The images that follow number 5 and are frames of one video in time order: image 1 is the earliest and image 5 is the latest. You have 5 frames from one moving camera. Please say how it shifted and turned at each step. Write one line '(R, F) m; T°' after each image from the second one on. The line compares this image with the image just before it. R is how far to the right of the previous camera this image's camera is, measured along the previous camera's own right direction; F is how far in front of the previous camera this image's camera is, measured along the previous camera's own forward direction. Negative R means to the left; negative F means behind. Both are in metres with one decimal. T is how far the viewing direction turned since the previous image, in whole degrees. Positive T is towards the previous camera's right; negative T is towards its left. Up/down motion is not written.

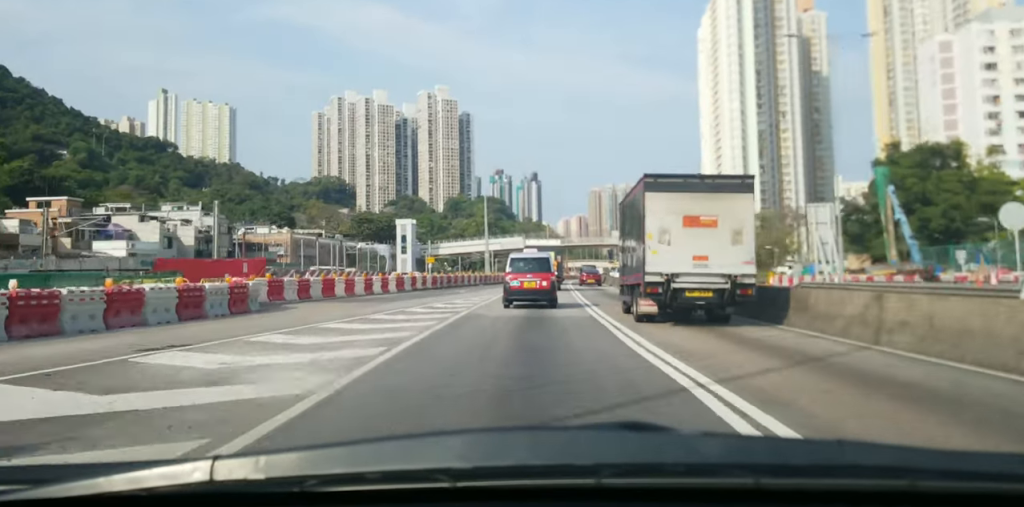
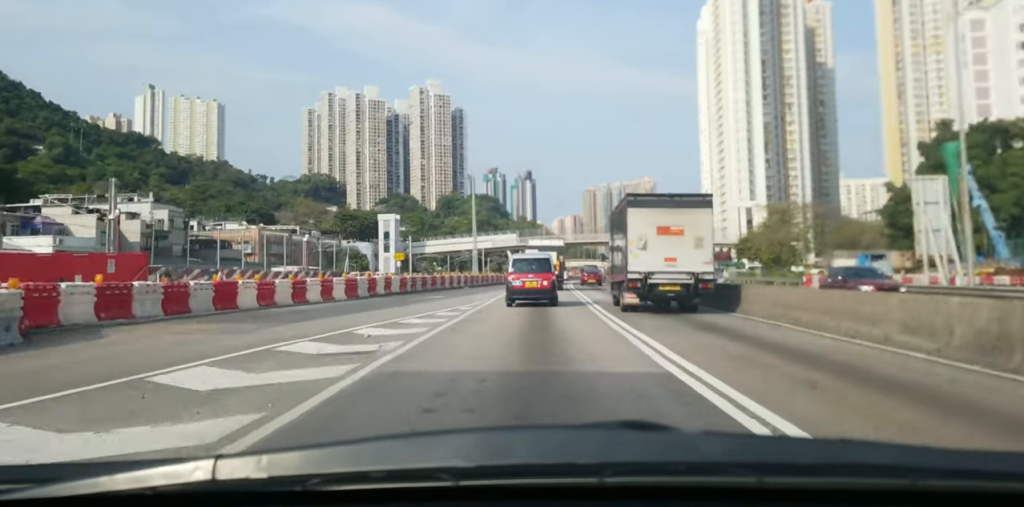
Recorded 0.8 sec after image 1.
(+0.2, +11.5) m; +2°
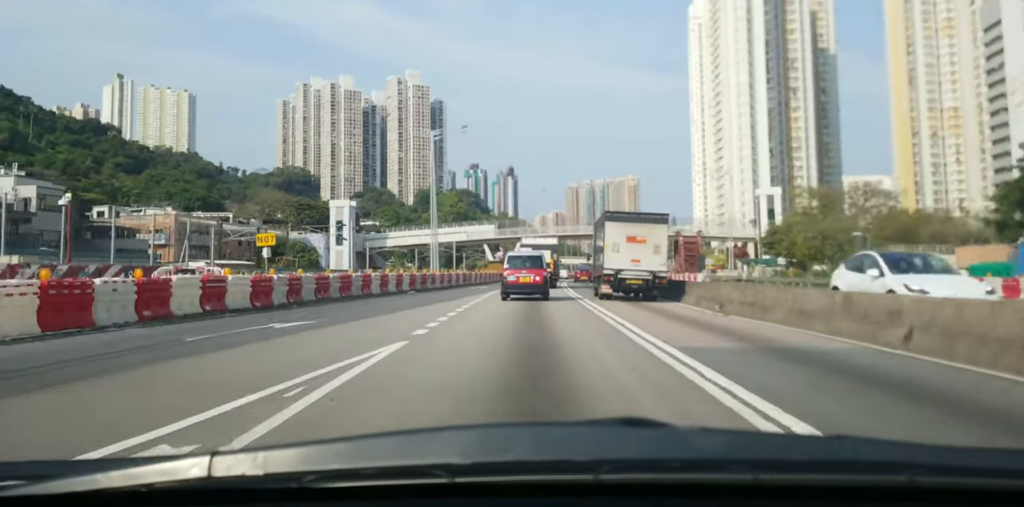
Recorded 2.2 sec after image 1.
(+0.2, +20.4) m; 0°
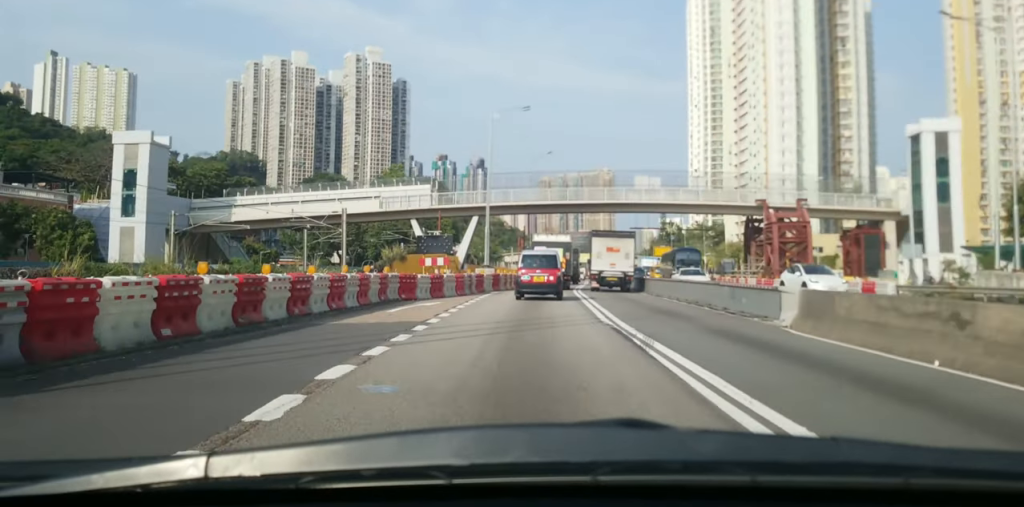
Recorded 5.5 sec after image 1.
(+0.4, +50.9) m; +1°
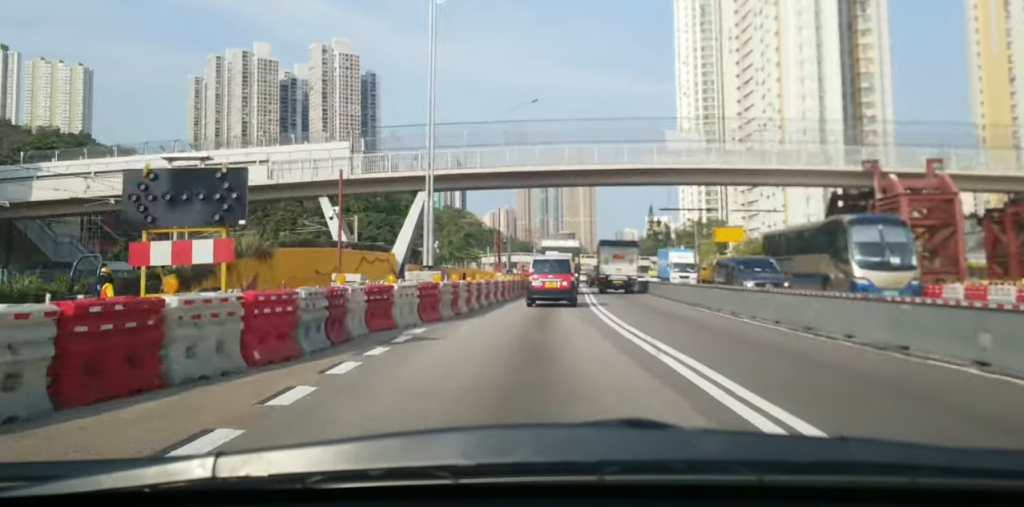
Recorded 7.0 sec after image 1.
(+0.3, +23.0) m; +2°
